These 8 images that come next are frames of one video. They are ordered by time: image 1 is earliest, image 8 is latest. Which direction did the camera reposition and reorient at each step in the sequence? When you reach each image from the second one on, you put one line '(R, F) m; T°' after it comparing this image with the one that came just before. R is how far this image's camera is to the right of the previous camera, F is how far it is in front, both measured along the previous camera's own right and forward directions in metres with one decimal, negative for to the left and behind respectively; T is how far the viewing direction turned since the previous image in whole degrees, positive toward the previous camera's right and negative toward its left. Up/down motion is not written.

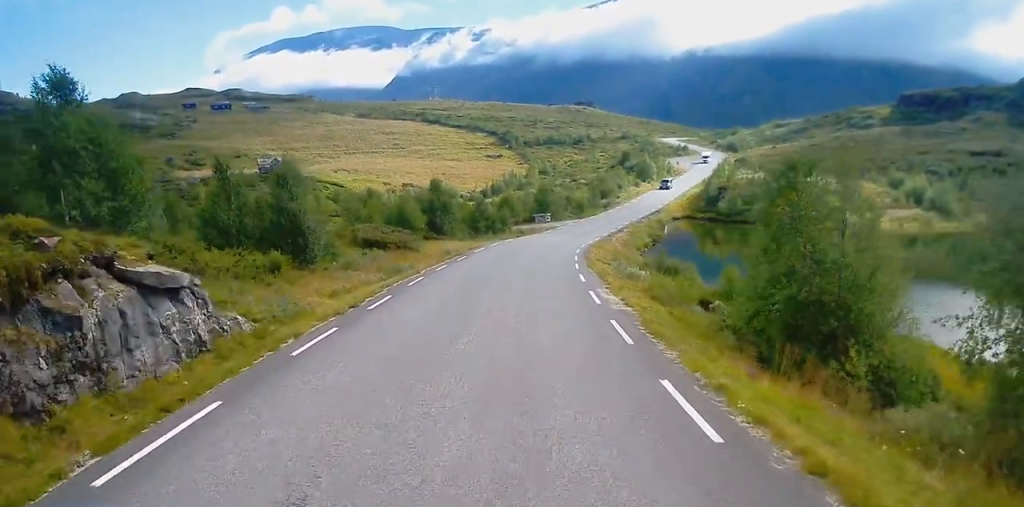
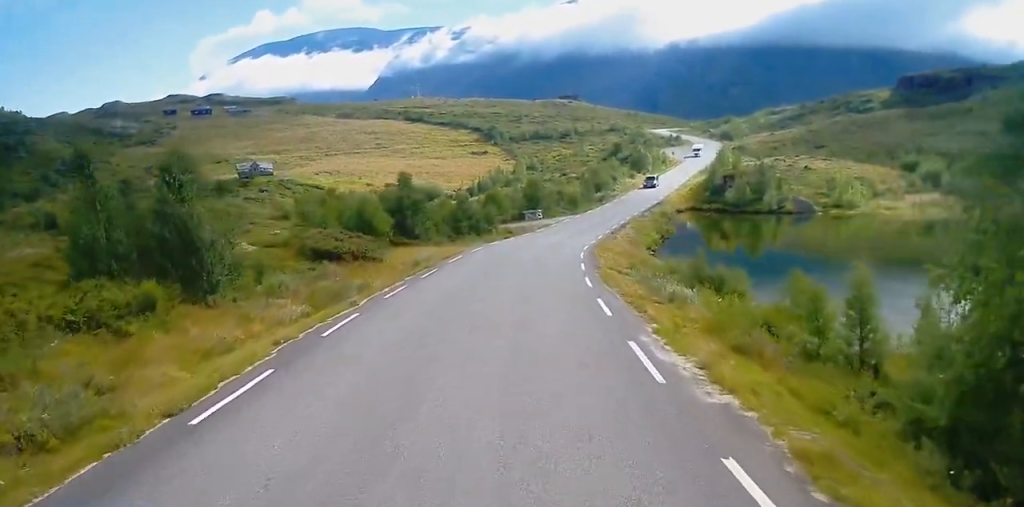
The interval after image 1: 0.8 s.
(0.0, +9.7) m; +2°
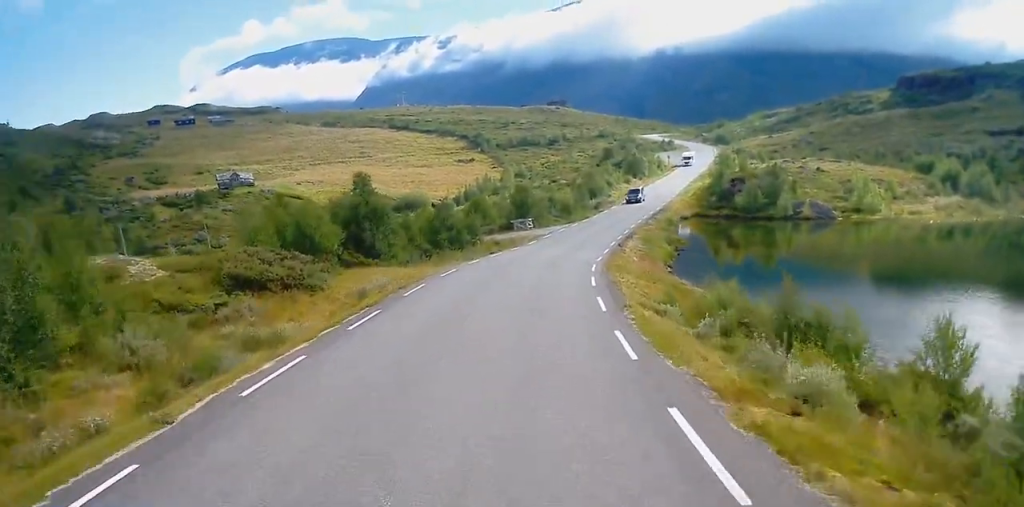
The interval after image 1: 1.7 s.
(+0.4, +10.1) m; +2°
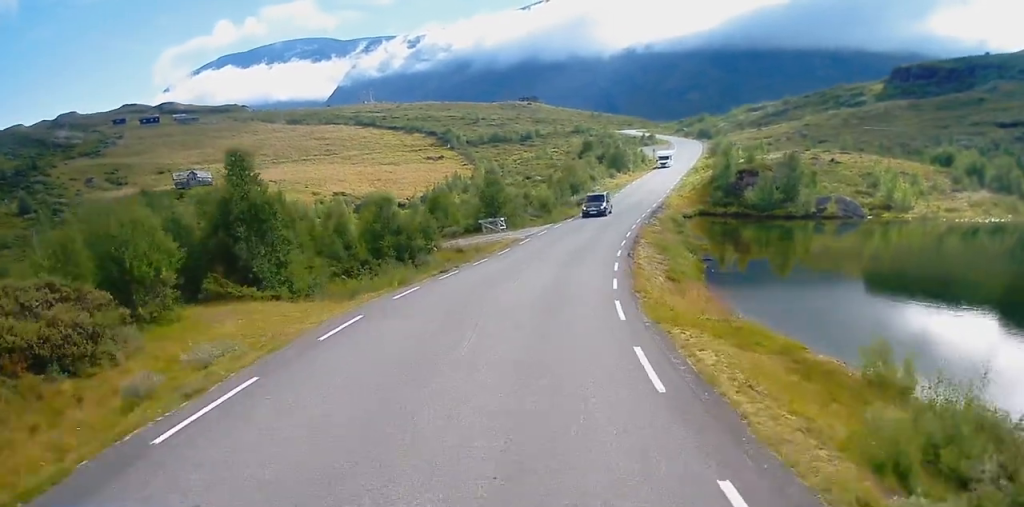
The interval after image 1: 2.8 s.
(+0.1, +14.6) m; +2°
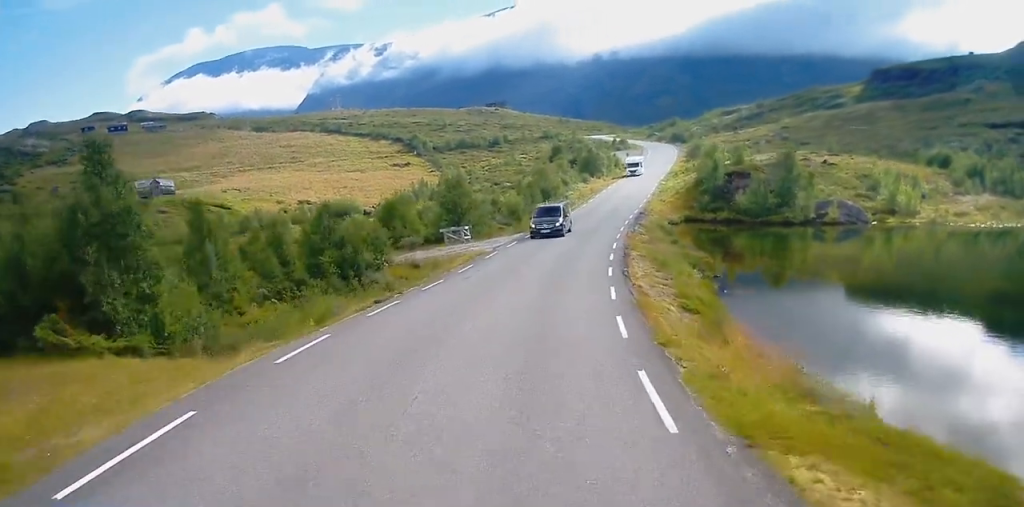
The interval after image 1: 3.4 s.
(+0.2, +7.6) m; +2°
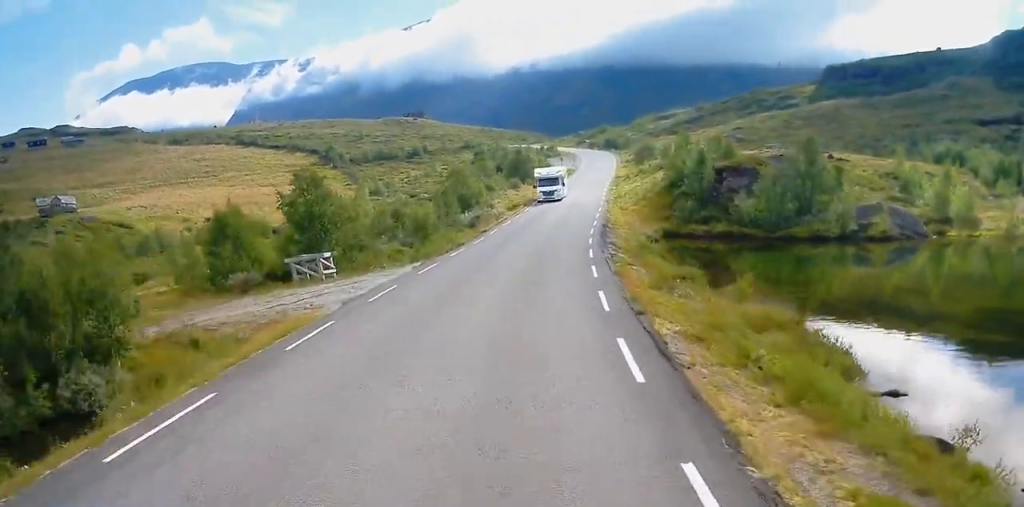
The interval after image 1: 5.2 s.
(+0.4, +21.9) m; +2°
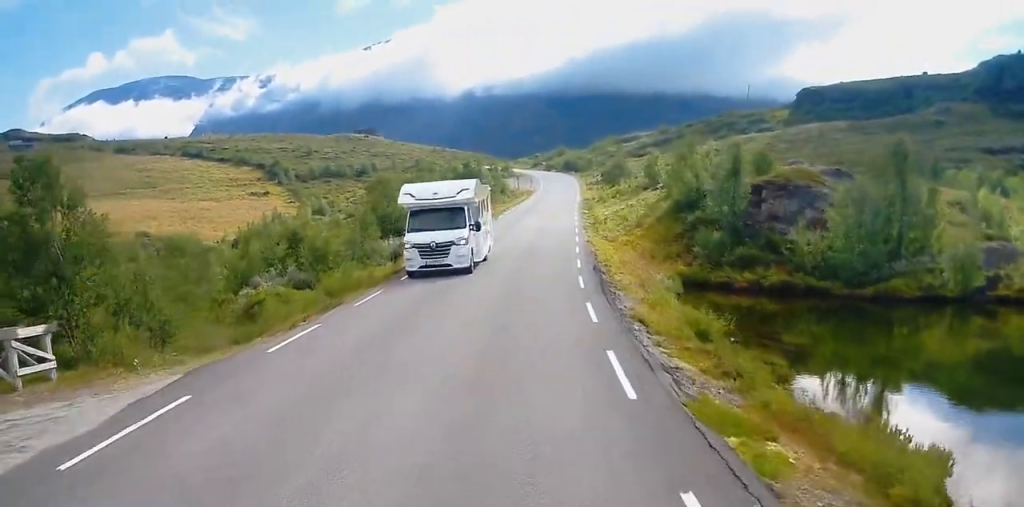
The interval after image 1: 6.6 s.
(+0.6, +18.5) m; +5°
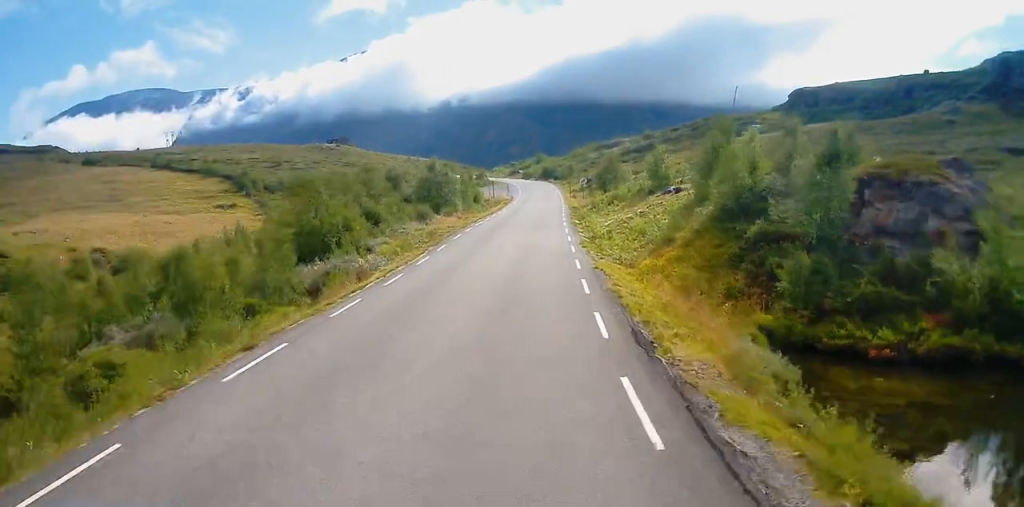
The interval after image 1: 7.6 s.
(+0.5, +13.8) m; 0°
